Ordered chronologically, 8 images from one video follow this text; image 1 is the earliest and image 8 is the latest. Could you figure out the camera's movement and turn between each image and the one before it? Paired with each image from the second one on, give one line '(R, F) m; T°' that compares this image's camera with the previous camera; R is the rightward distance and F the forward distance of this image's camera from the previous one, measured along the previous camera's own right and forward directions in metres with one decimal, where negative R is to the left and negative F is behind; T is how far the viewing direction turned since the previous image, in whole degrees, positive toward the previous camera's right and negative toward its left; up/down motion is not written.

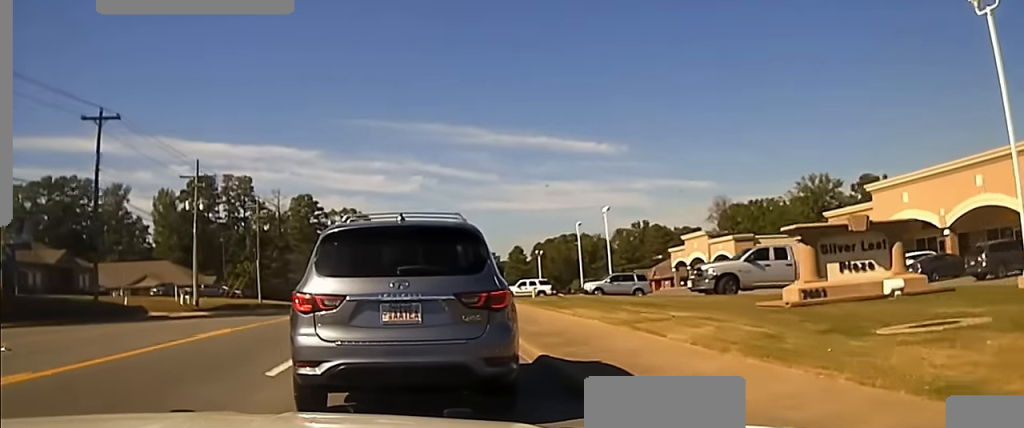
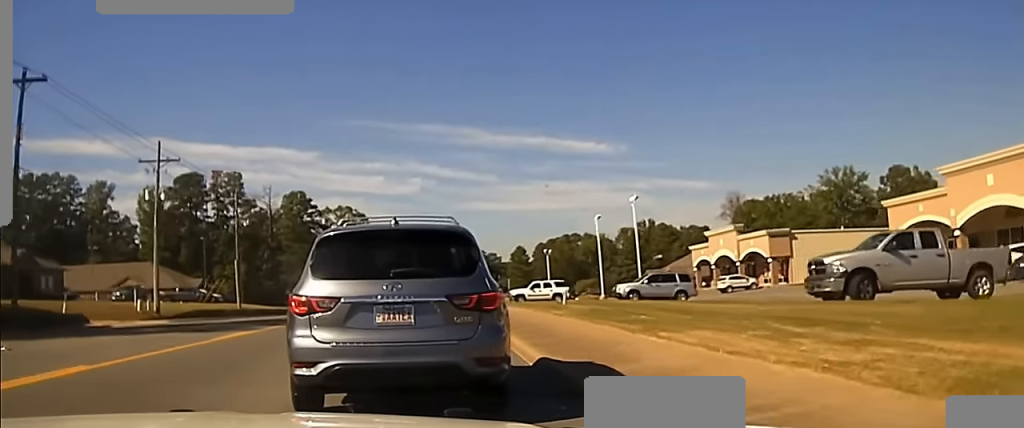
(0.0, +11.3) m; 0°
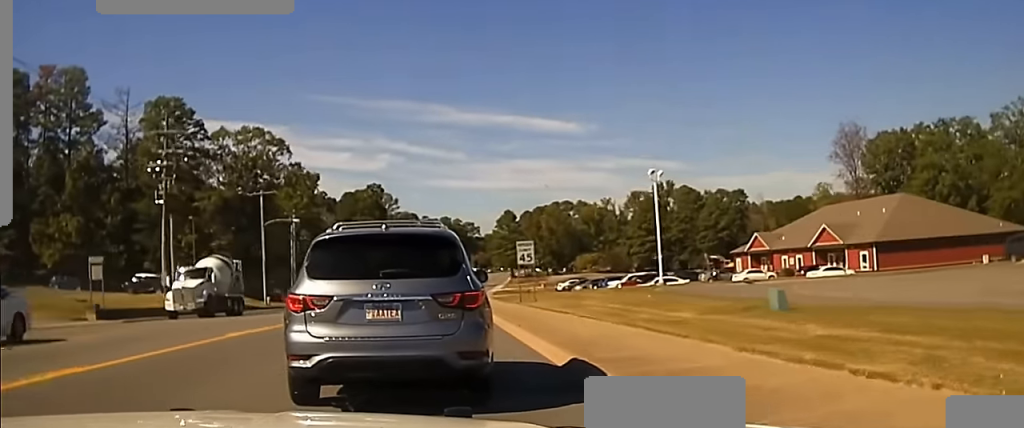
(+1.0, +72.7) m; +2°
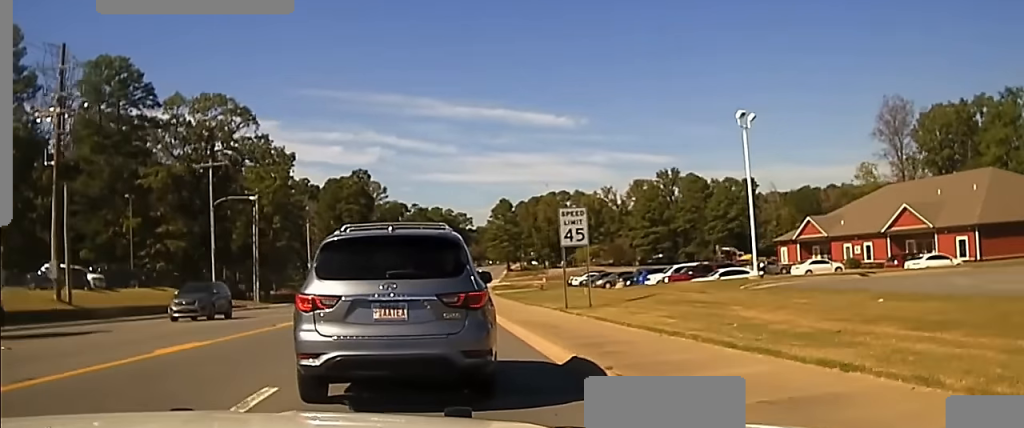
(+0.1, +20.3) m; 0°
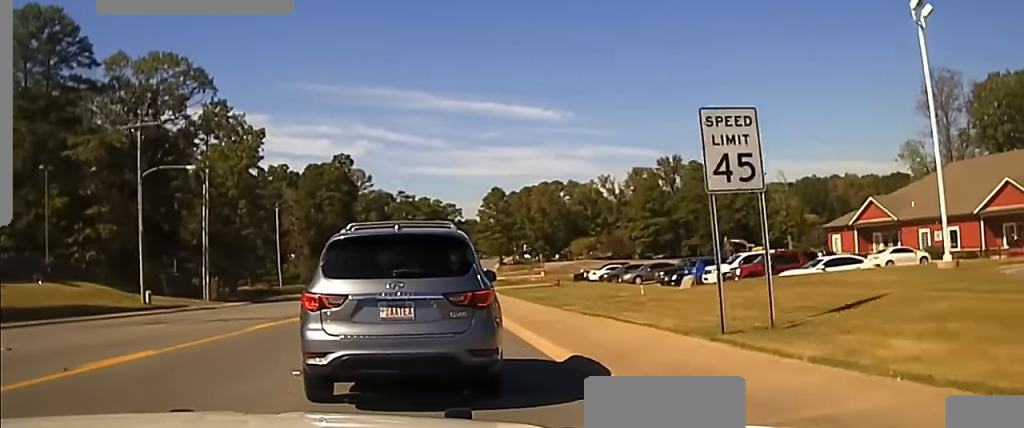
(+0.1, +15.9) m; +1°
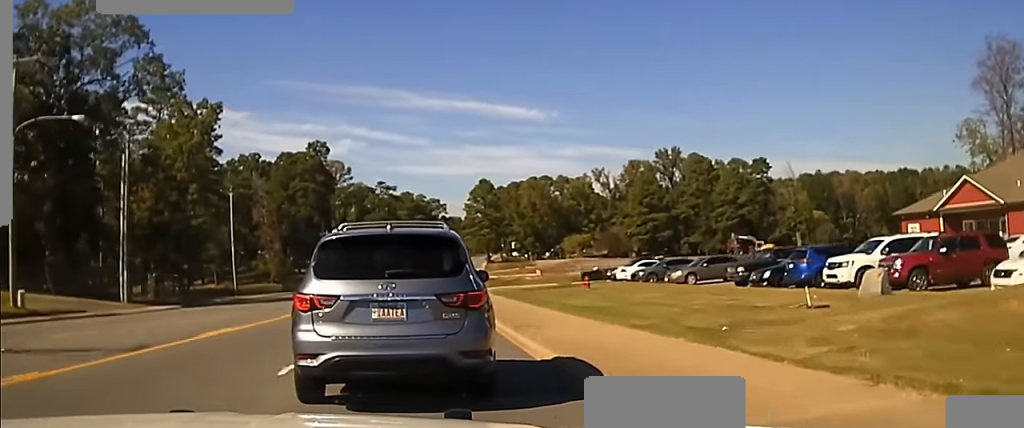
(+0.1, +16.8) m; +1°
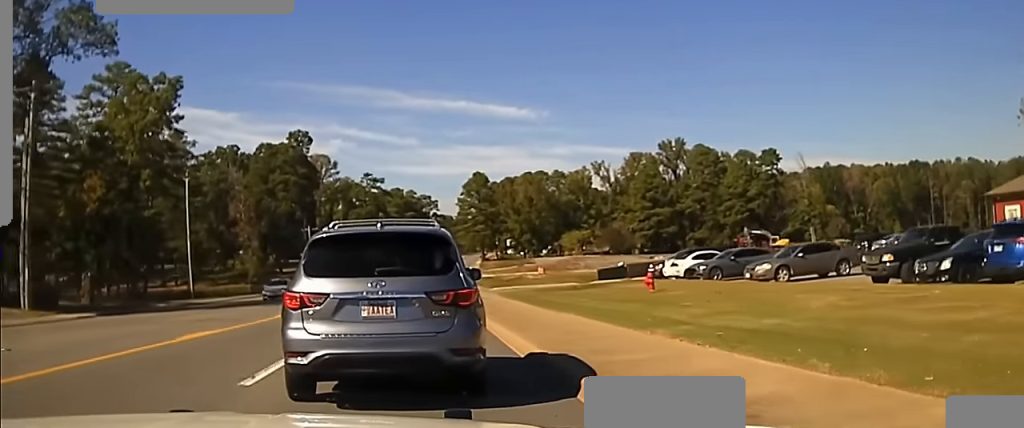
(+0.1, +14.1) m; +2°
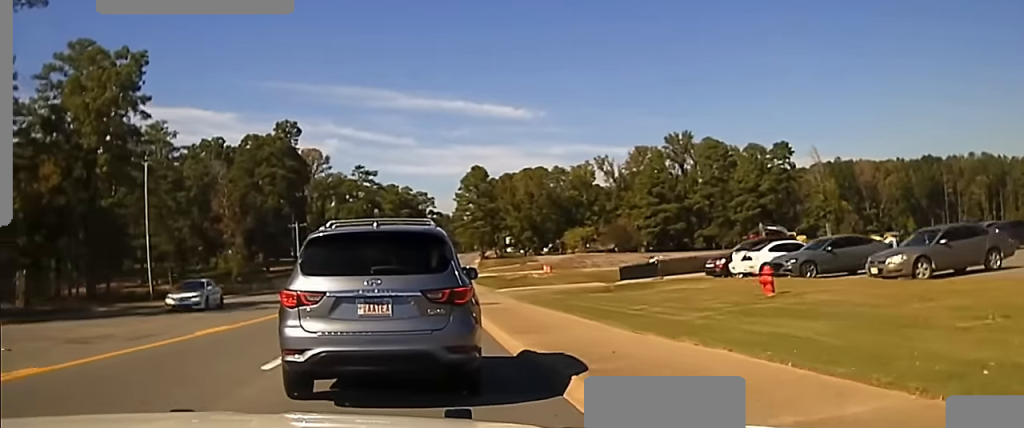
(+0.1, +10.6) m; +1°
